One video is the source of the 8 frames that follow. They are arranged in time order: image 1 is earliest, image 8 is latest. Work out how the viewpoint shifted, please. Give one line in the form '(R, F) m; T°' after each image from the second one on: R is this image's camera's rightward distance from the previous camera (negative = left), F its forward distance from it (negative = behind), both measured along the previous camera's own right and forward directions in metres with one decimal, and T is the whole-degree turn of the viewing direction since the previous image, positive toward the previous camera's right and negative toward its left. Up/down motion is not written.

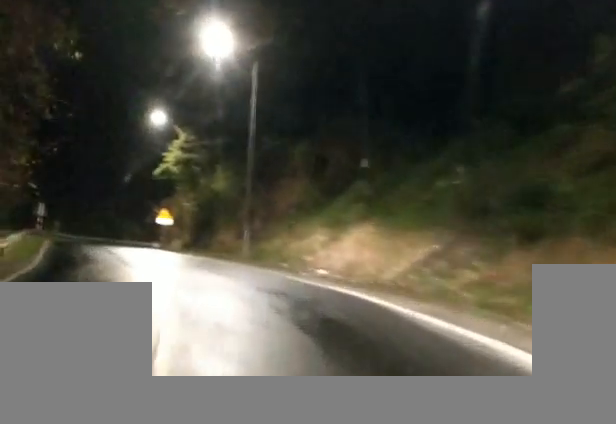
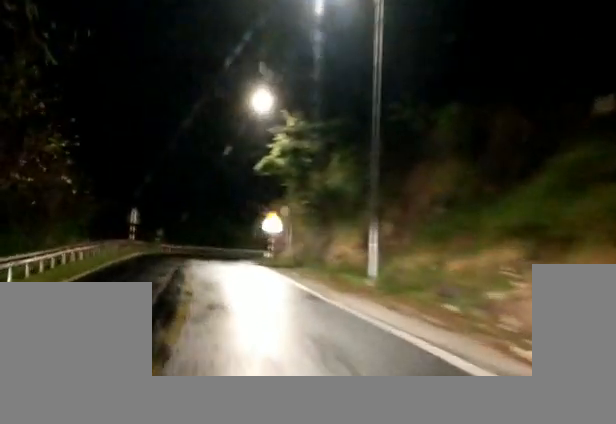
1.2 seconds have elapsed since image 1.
(-1.3, +13.4) m; -14°
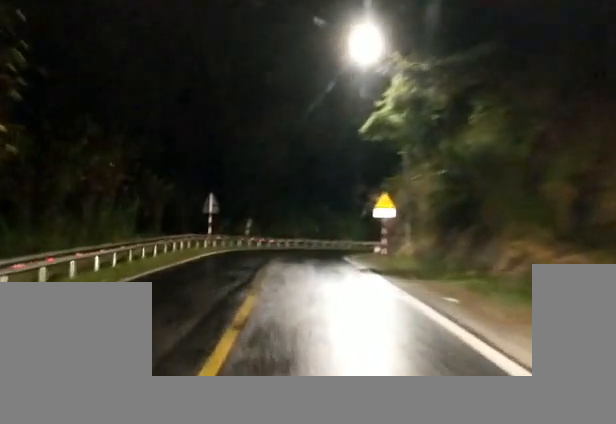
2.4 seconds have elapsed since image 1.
(-2.1, +13.2) m; -12°
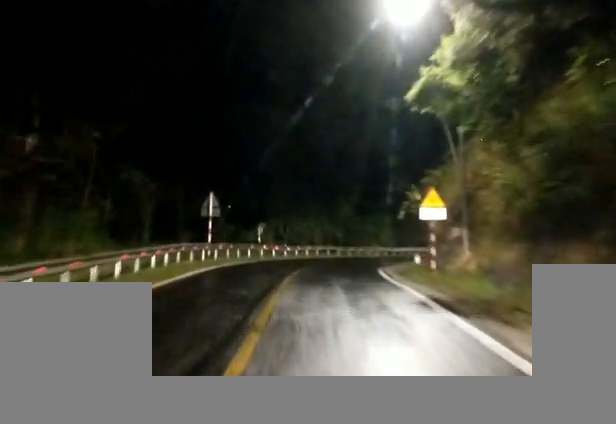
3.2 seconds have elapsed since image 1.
(-0.4, +8.9) m; -3°
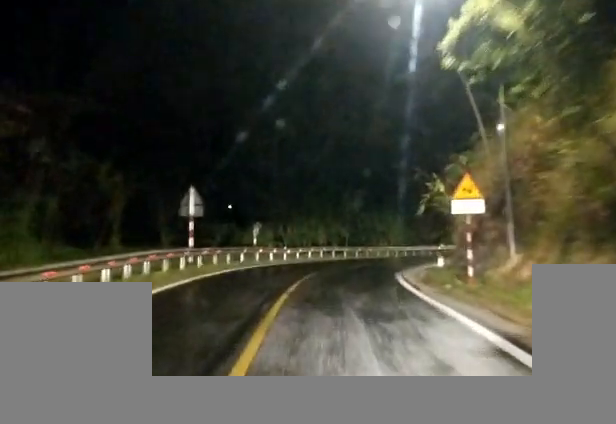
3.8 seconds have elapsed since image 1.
(+0.1, +6.2) m; -1°
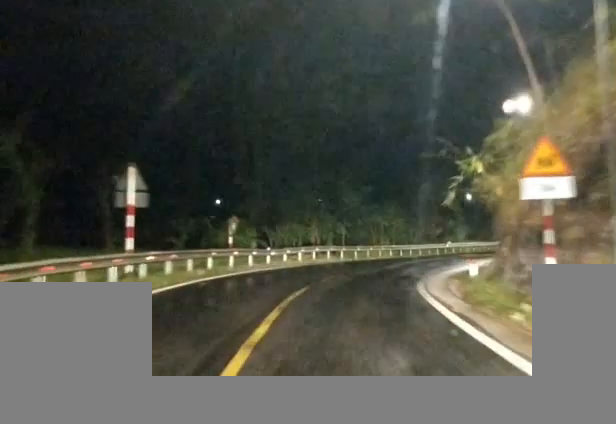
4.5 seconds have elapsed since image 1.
(-0.2, +7.8) m; -3°
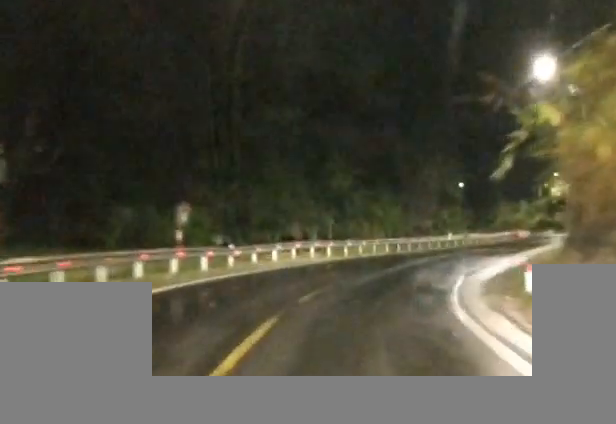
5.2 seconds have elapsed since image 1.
(-0.2, +7.6) m; -1°
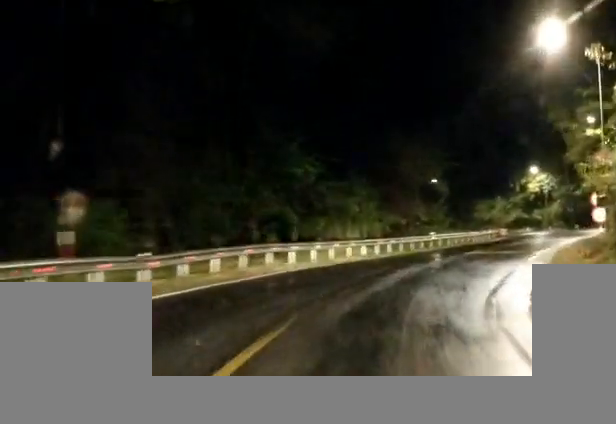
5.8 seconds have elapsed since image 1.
(-0.5, +6.6) m; +5°
